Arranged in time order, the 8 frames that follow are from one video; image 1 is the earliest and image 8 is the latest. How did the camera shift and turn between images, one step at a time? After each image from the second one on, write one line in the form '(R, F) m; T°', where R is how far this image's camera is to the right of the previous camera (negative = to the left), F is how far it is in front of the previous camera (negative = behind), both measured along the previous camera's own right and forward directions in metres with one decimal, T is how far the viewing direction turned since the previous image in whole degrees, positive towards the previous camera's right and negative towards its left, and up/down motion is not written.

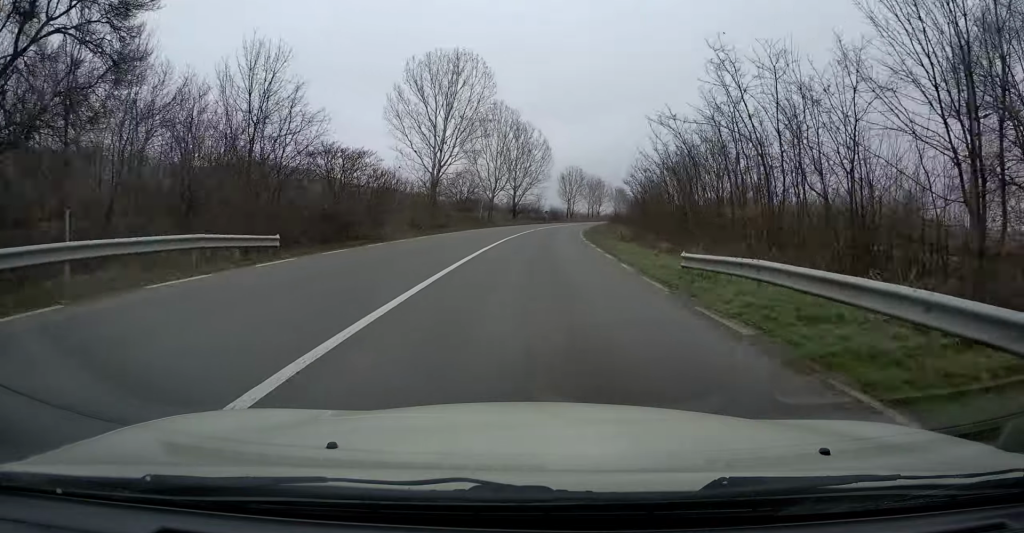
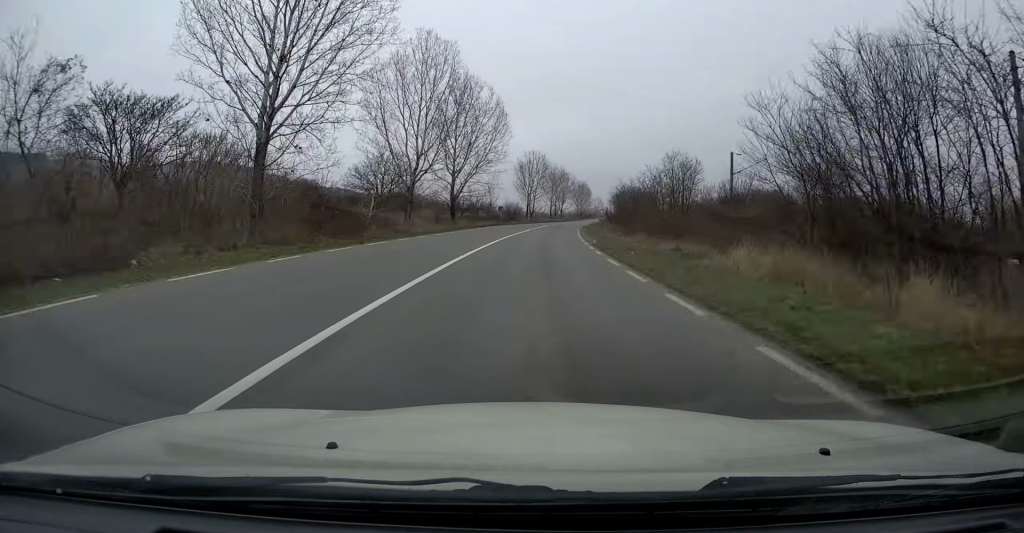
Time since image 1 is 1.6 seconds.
(+1.8, +39.1) m; +5°
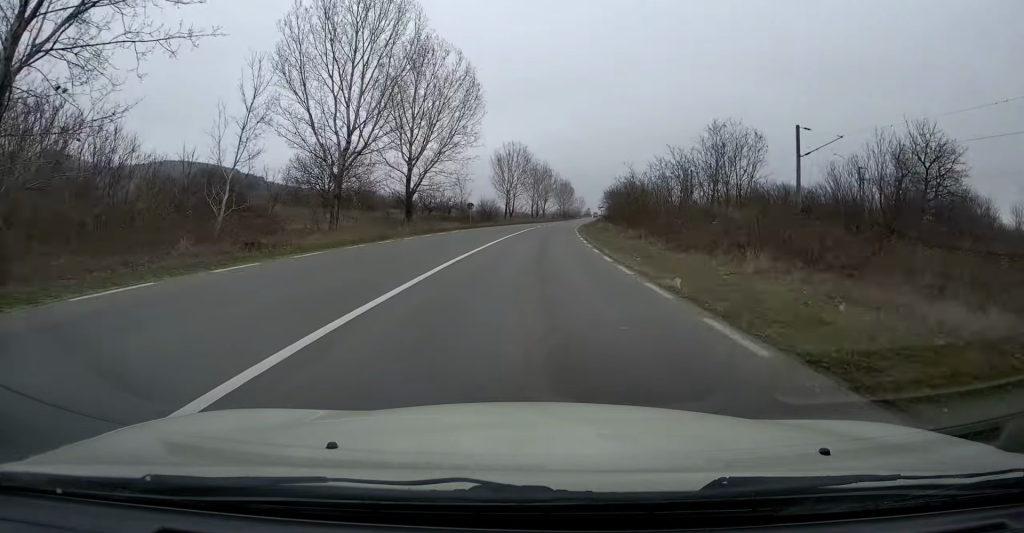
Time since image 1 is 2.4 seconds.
(+0.1, +18.4) m; +1°
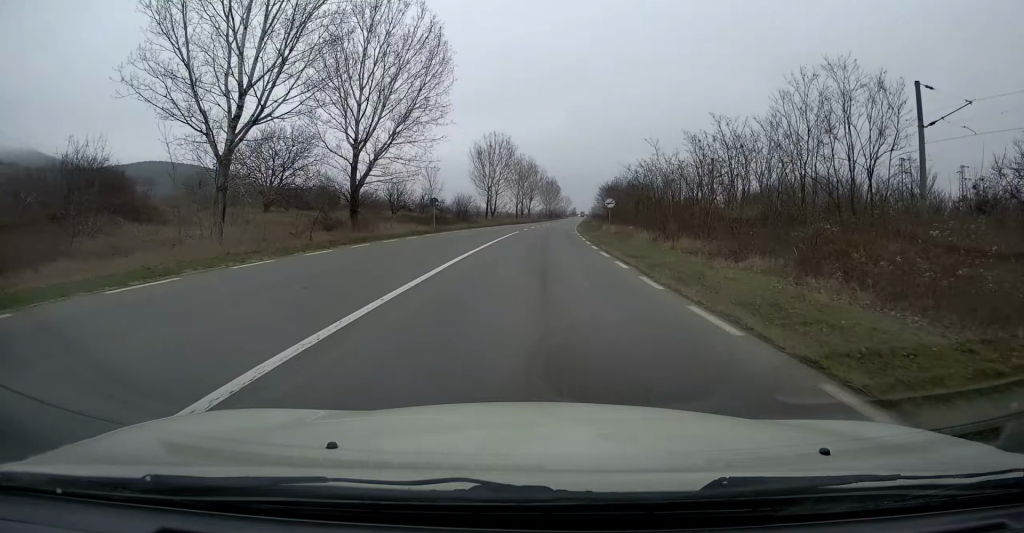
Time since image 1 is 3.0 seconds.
(+0.1, +15.2) m; +1°
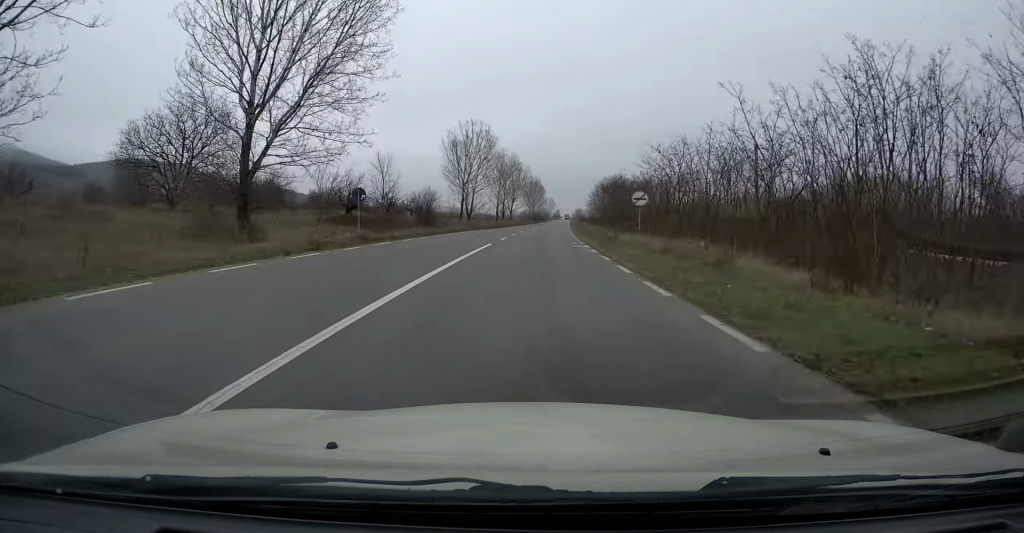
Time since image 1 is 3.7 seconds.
(+0.1, +16.9) m; +1°
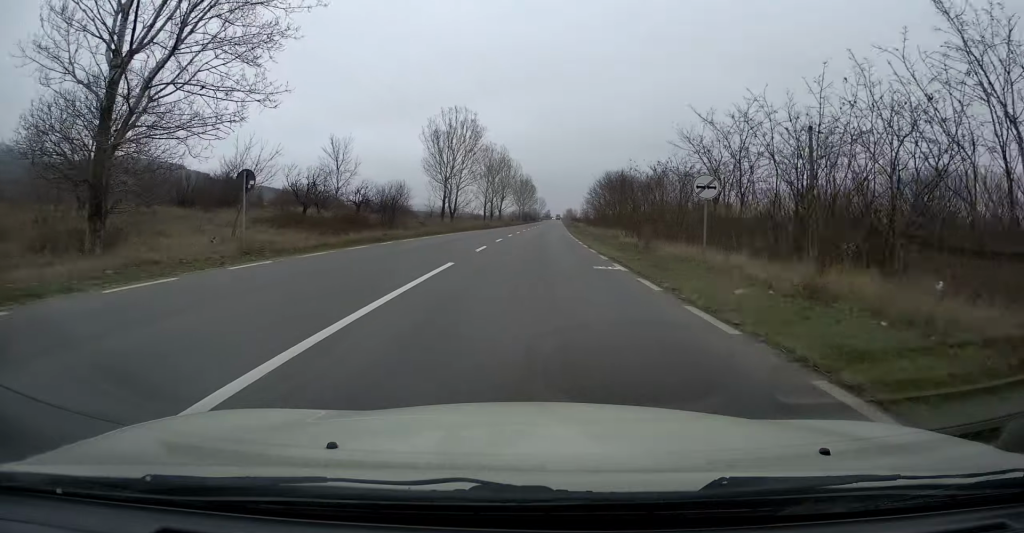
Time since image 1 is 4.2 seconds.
(+0.2, +11.4) m; +1°
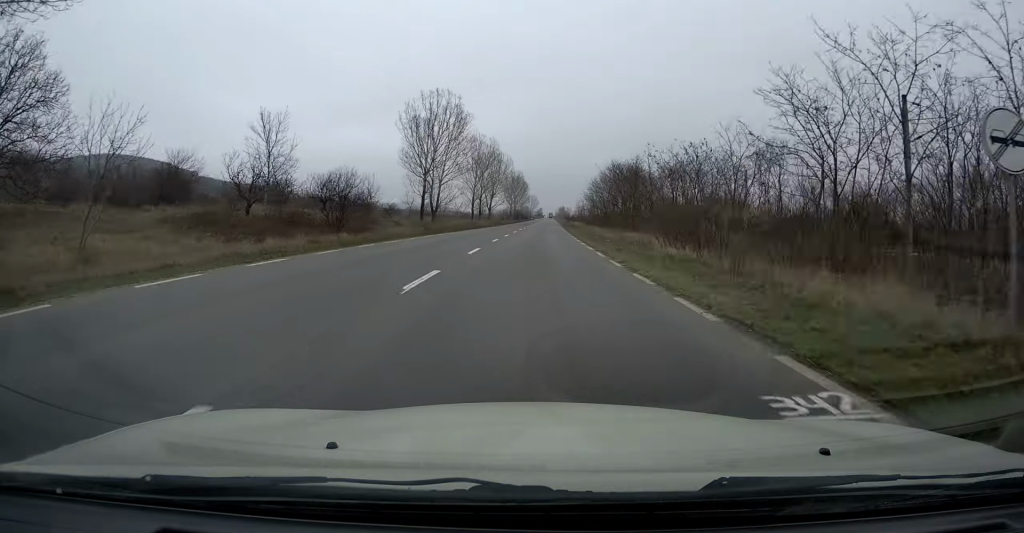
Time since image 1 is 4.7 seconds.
(0.0, +11.3) m; +1°
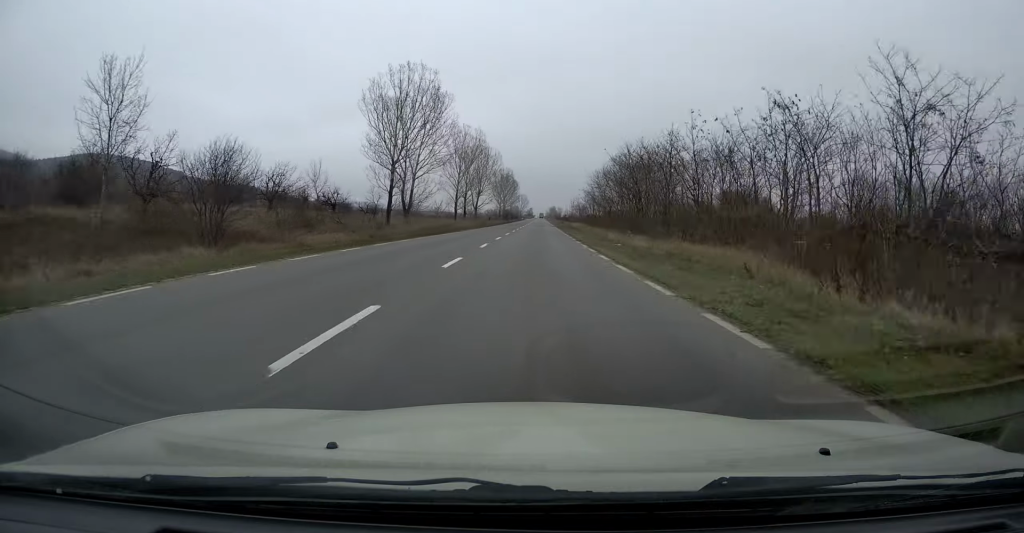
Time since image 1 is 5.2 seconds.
(+0.2, +13.8) m; +1°
